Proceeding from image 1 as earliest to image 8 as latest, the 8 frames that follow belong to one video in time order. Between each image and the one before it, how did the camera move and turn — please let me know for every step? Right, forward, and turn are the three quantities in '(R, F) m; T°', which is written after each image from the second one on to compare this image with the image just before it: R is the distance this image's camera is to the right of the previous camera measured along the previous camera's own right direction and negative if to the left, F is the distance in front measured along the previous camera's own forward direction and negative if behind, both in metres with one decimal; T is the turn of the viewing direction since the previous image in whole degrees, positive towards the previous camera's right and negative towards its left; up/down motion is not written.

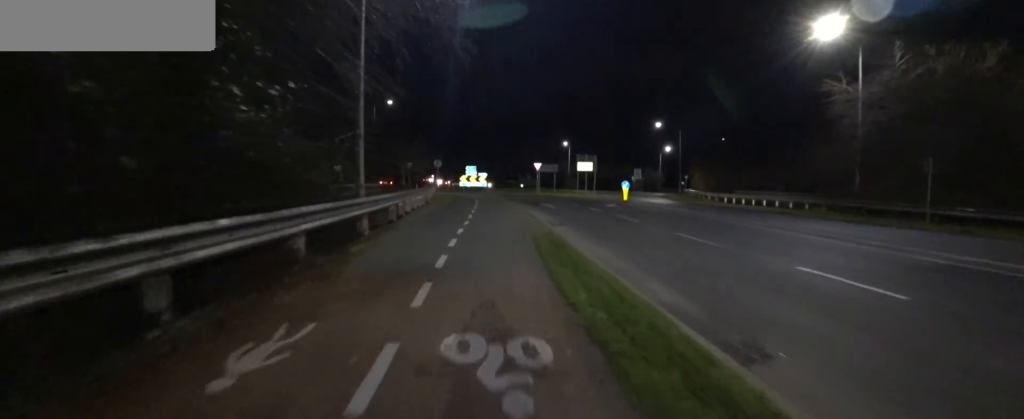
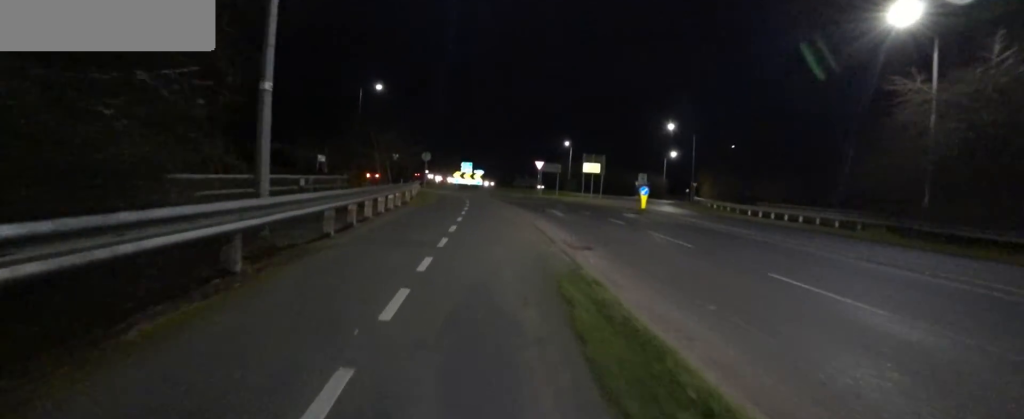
(-0.1, +4.2) m; -1°
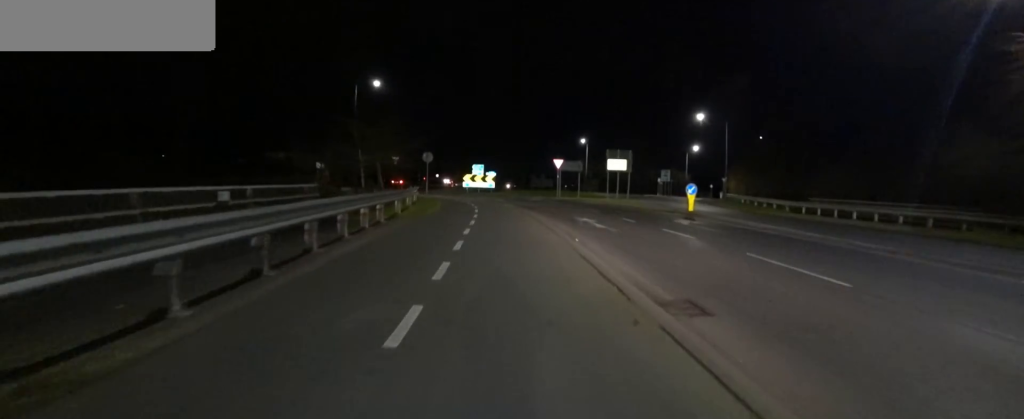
(0.0, +4.1) m; 0°
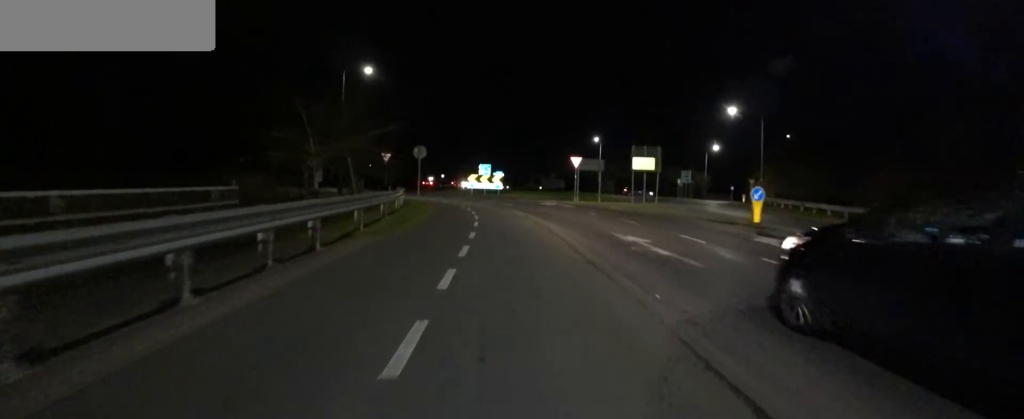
(0.0, +4.4) m; +5°
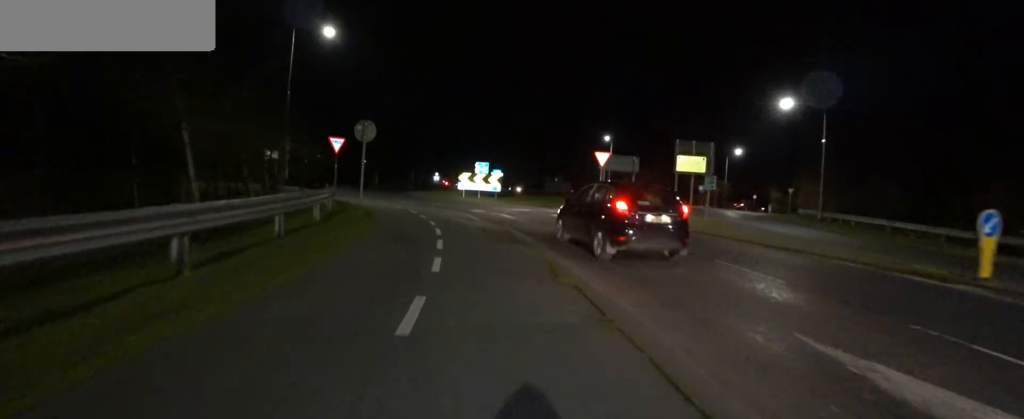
(+0.6, +7.1) m; +1°
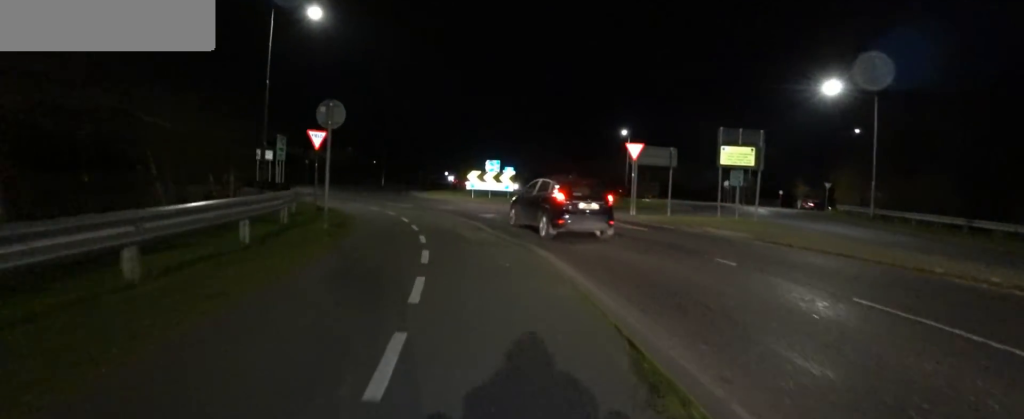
(-0.3, +3.2) m; -5°
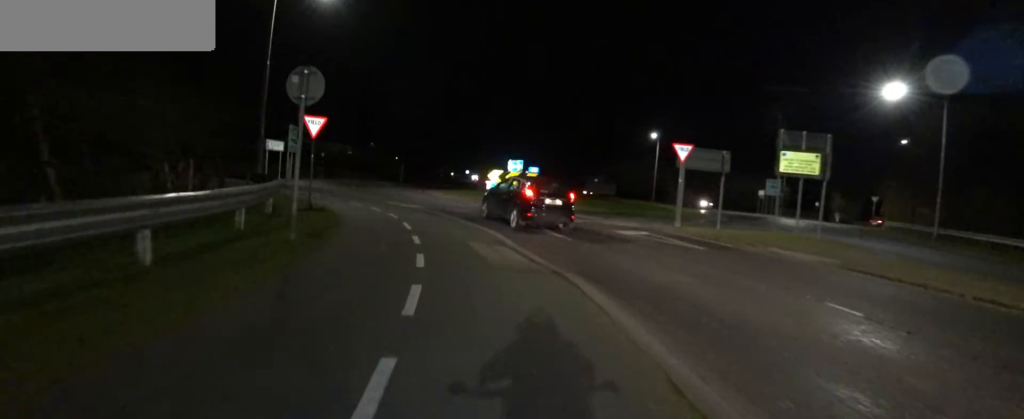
(0.0, +2.4) m; -9°
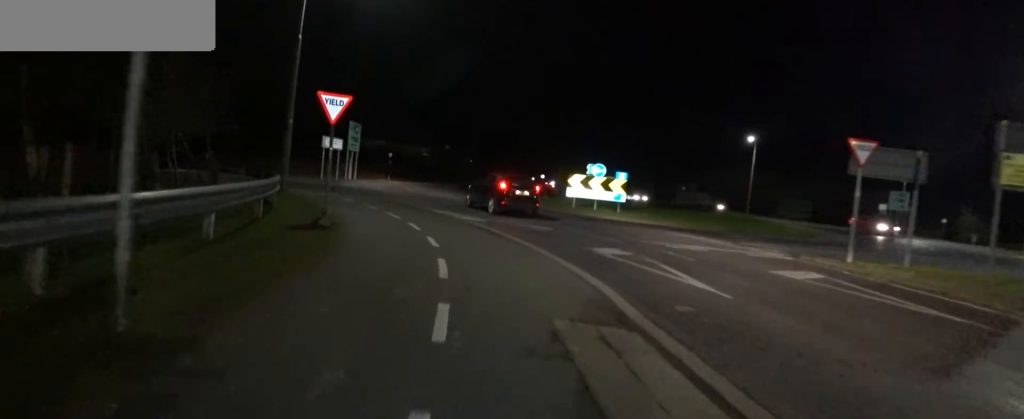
(-0.7, +4.0) m; -20°
